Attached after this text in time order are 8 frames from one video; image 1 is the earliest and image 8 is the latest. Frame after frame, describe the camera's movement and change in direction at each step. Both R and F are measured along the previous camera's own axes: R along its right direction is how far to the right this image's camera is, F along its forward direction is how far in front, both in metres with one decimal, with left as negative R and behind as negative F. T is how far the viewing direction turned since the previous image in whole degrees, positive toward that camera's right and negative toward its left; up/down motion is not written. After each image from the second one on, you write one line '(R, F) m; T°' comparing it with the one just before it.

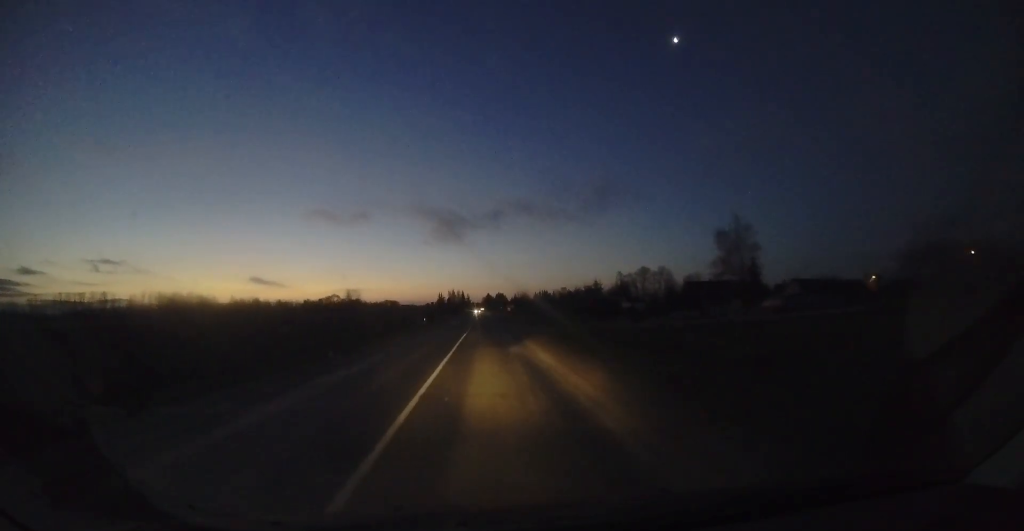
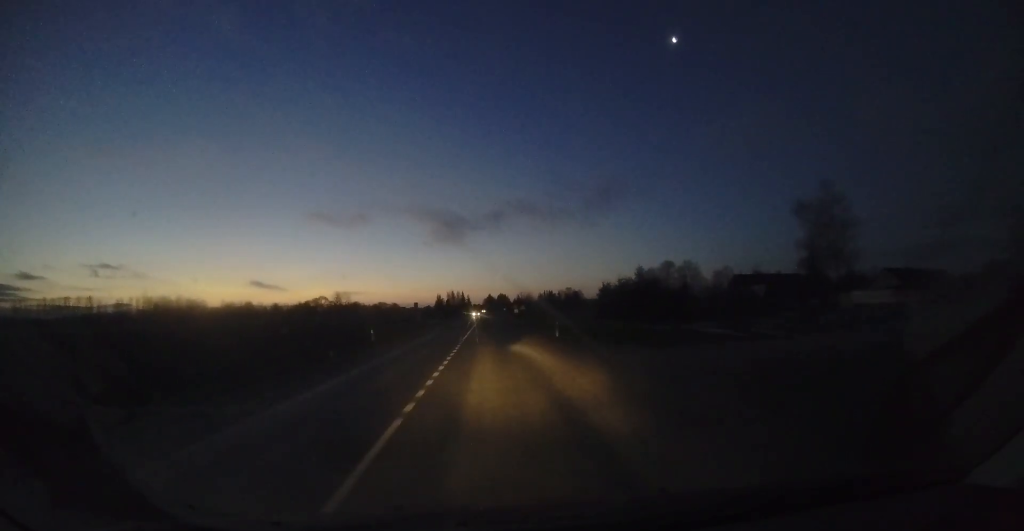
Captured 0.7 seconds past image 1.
(+0.1, +16.8) m; 0°
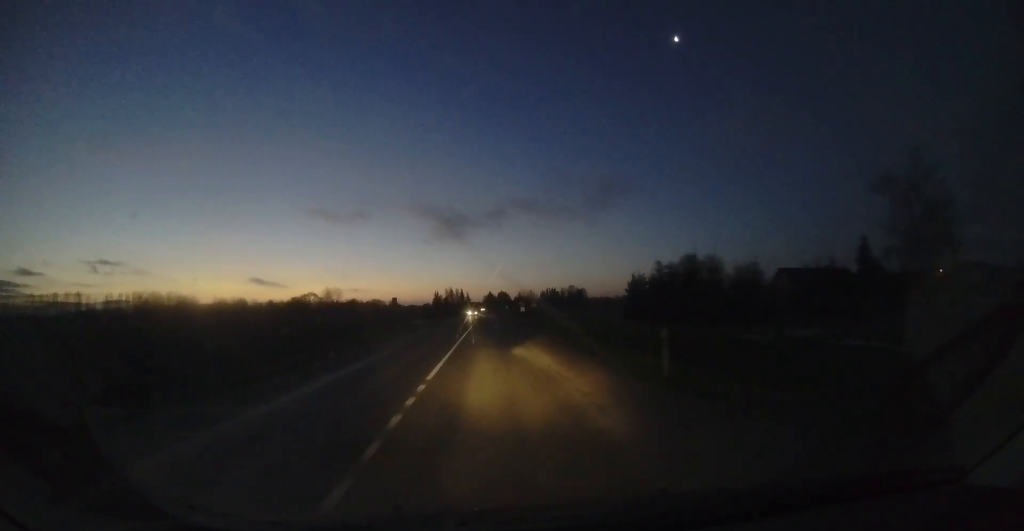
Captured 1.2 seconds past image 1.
(0.0, +11.9) m; 0°
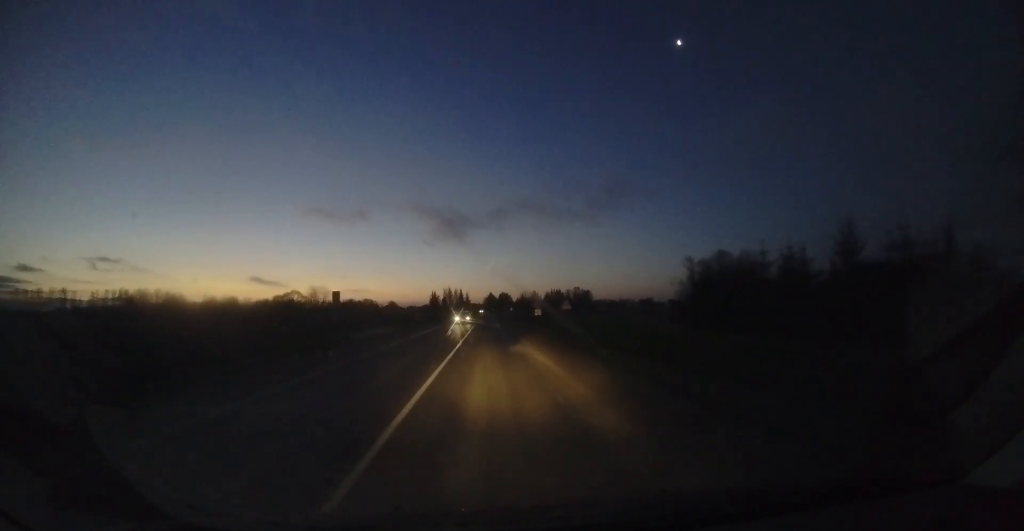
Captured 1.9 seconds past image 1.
(0.0, +15.8) m; 0°
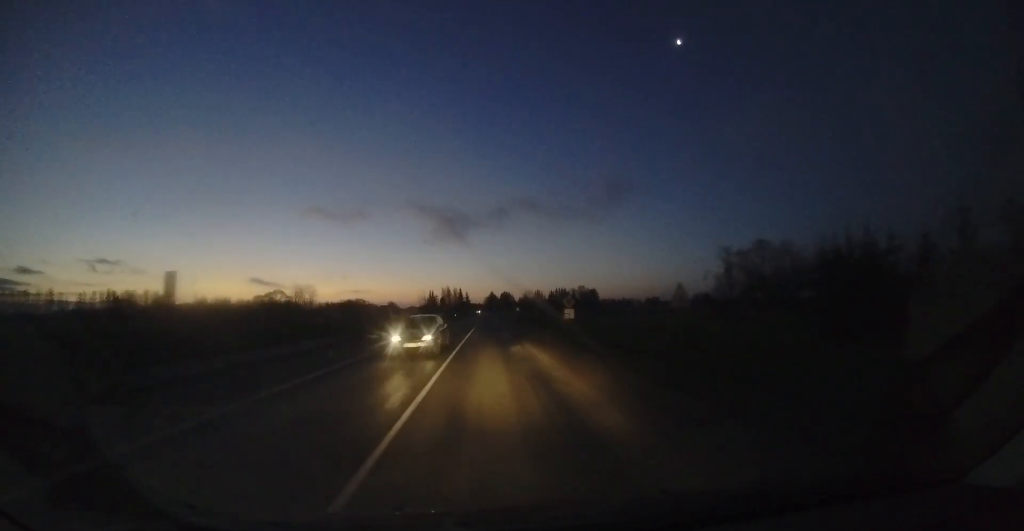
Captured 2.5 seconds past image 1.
(0.0, +13.9) m; 0°
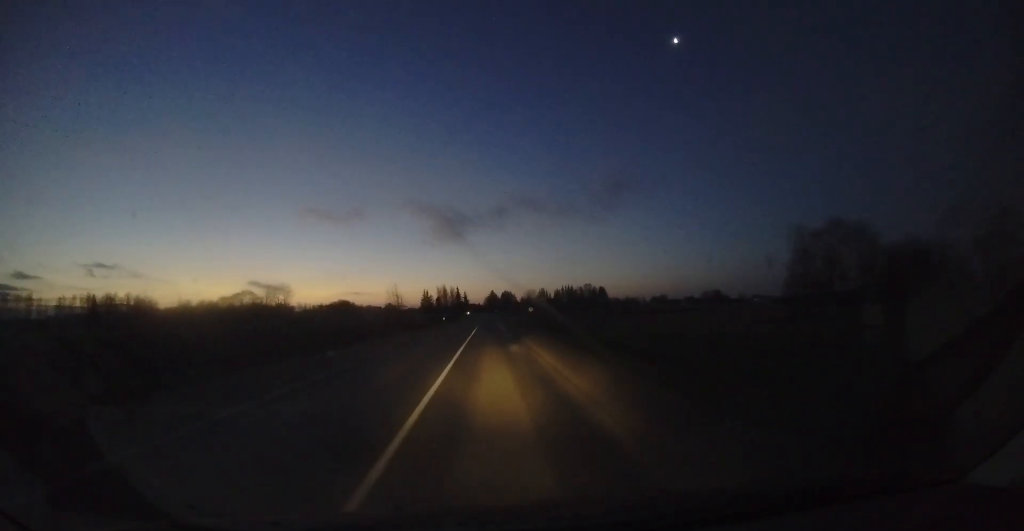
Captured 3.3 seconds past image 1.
(-0.1, +19.8) m; 0°
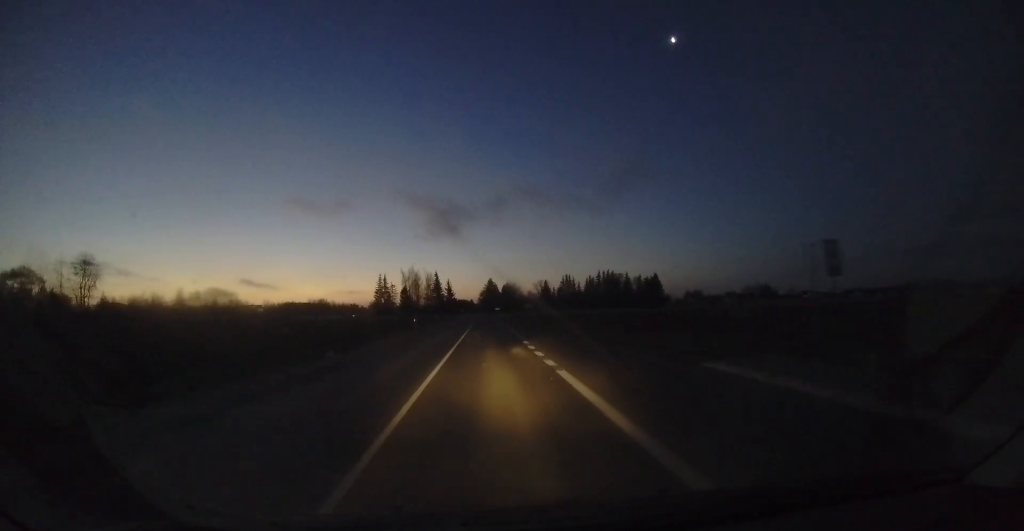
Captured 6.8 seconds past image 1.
(+0.4, +74.4) m; 0°
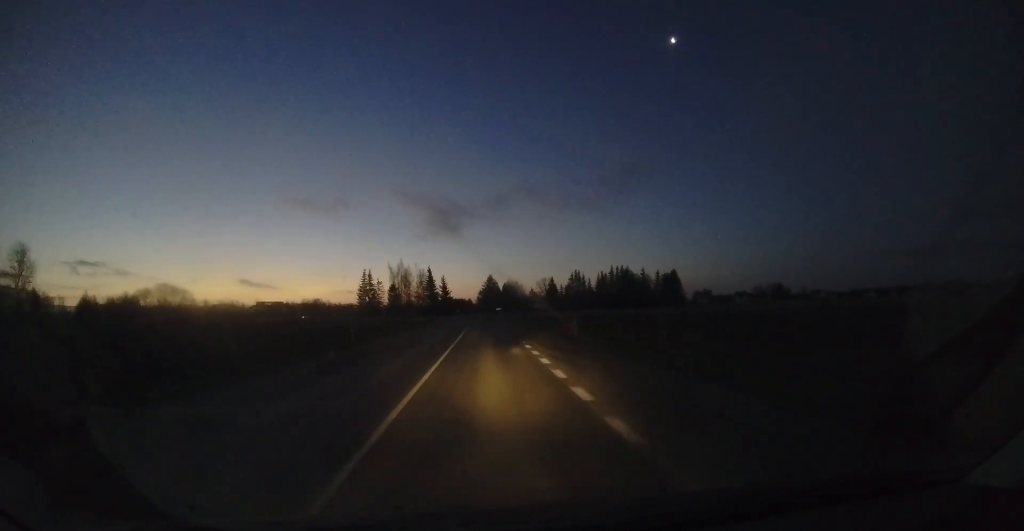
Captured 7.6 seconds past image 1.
(0.0, +14.6) m; -1°
